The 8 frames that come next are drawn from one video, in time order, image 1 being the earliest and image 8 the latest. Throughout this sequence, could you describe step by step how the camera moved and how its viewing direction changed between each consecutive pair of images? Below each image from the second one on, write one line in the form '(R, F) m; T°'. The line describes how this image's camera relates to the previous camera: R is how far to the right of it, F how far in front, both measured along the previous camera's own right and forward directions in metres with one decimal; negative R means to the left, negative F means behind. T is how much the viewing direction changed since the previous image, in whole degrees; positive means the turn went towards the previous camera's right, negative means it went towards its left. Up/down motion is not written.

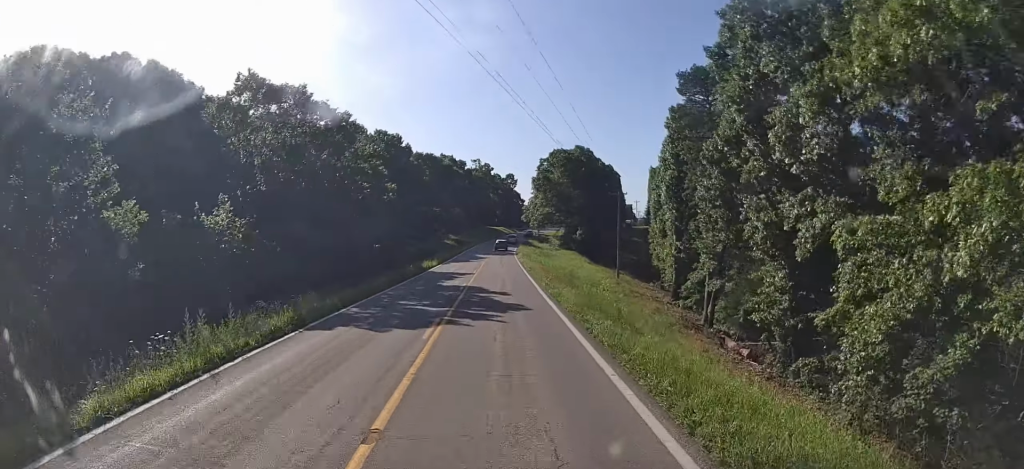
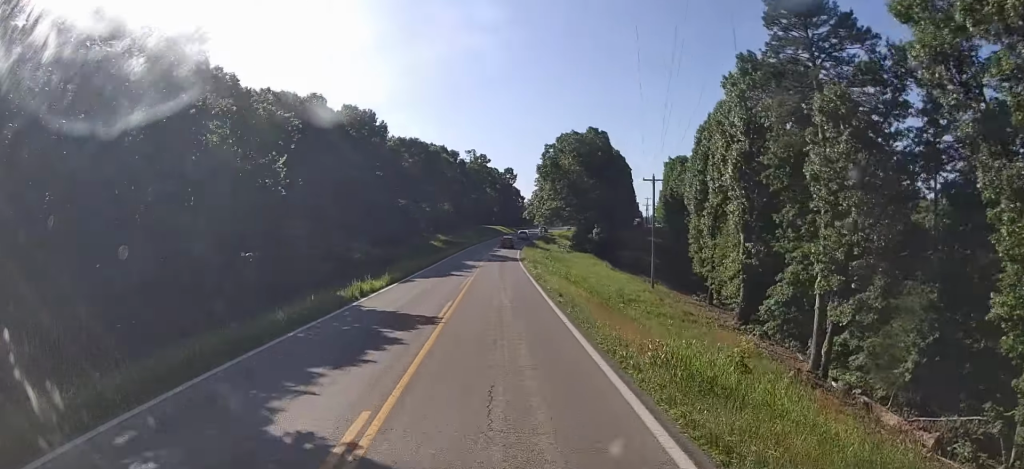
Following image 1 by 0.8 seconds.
(-0.2, +20.8) m; 0°
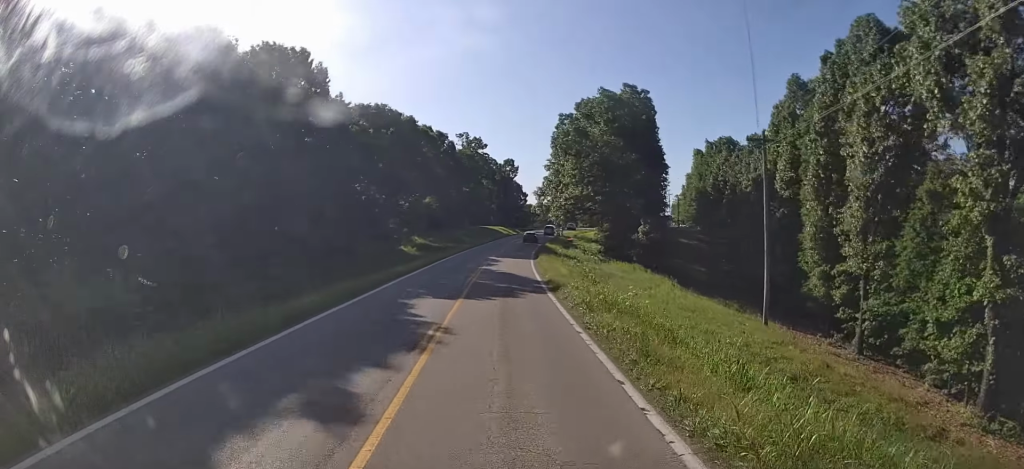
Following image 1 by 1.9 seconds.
(+0.2, +29.4) m; +1°
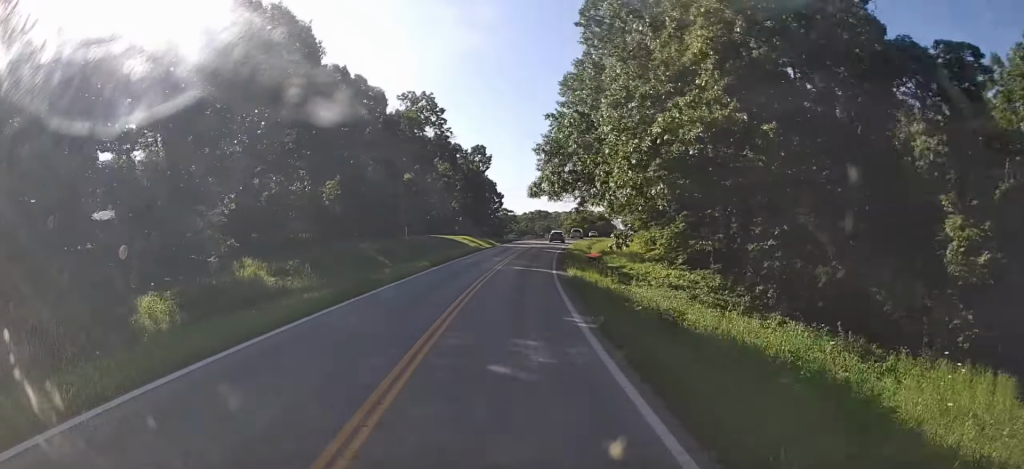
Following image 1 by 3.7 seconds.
(+1.7, +45.8) m; +4°
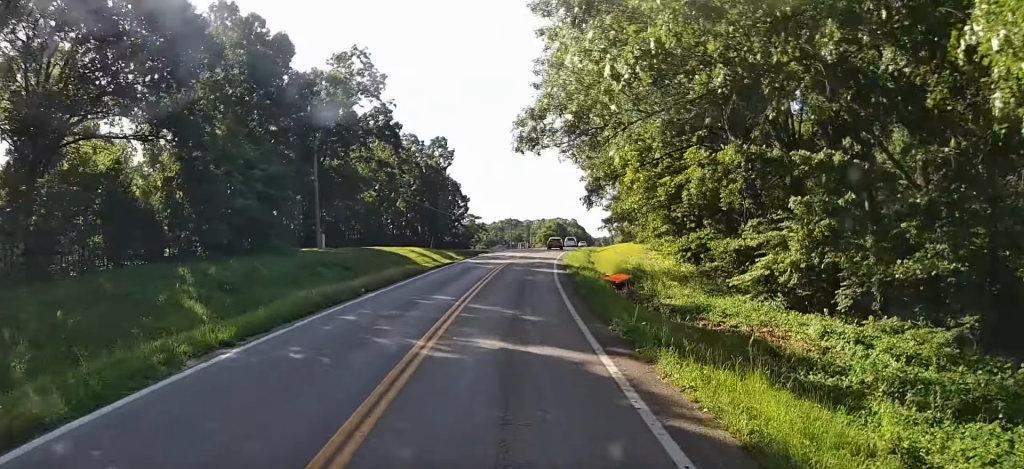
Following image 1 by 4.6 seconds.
(0.0, +22.4) m; +3°
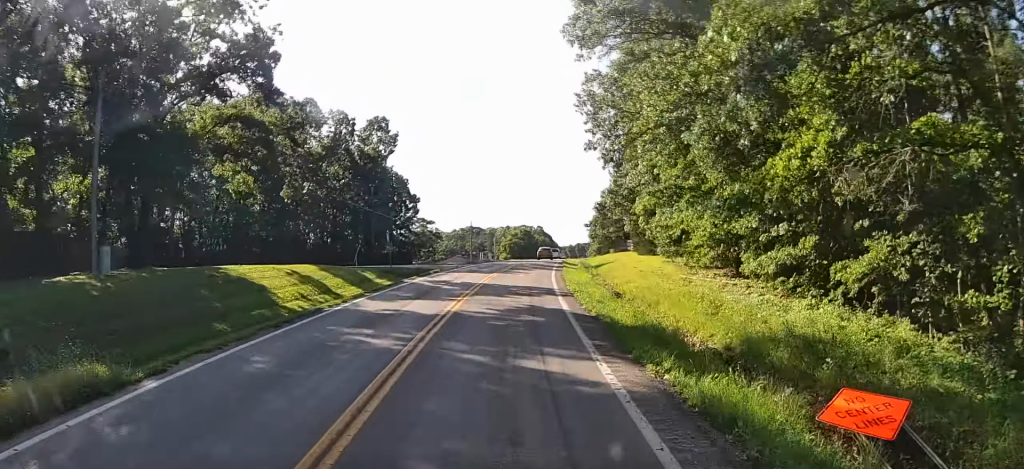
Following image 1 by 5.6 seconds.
(+1.3, +24.3) m; +4°
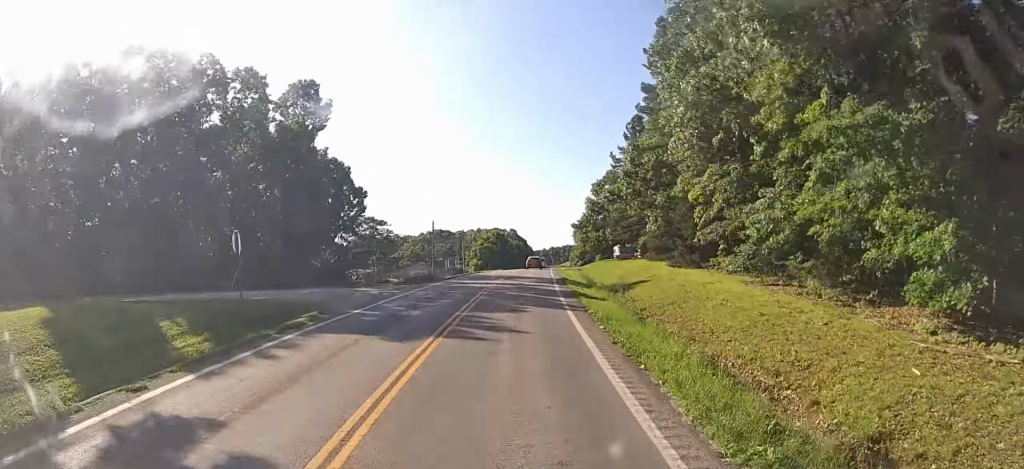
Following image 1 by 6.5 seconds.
(+0.5, +21.4) m; +2°
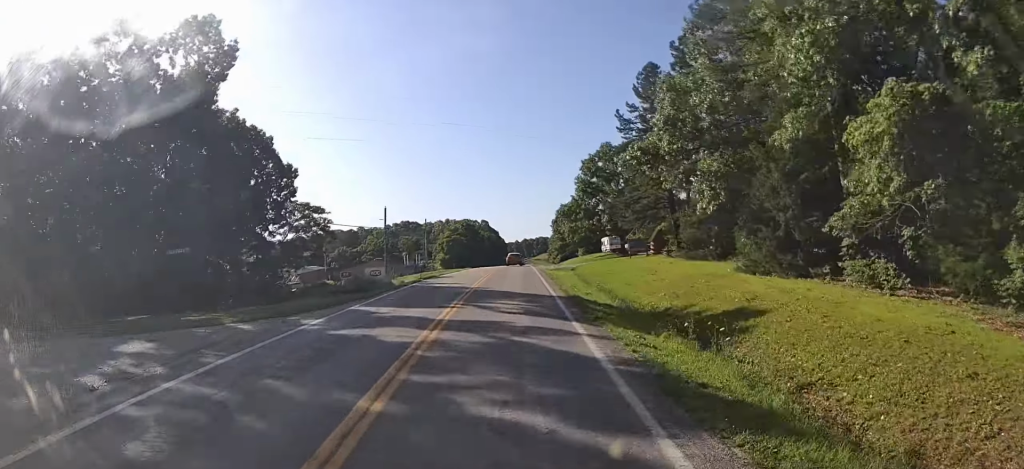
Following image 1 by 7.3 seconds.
(+0.3, +18.0) m; +1°
